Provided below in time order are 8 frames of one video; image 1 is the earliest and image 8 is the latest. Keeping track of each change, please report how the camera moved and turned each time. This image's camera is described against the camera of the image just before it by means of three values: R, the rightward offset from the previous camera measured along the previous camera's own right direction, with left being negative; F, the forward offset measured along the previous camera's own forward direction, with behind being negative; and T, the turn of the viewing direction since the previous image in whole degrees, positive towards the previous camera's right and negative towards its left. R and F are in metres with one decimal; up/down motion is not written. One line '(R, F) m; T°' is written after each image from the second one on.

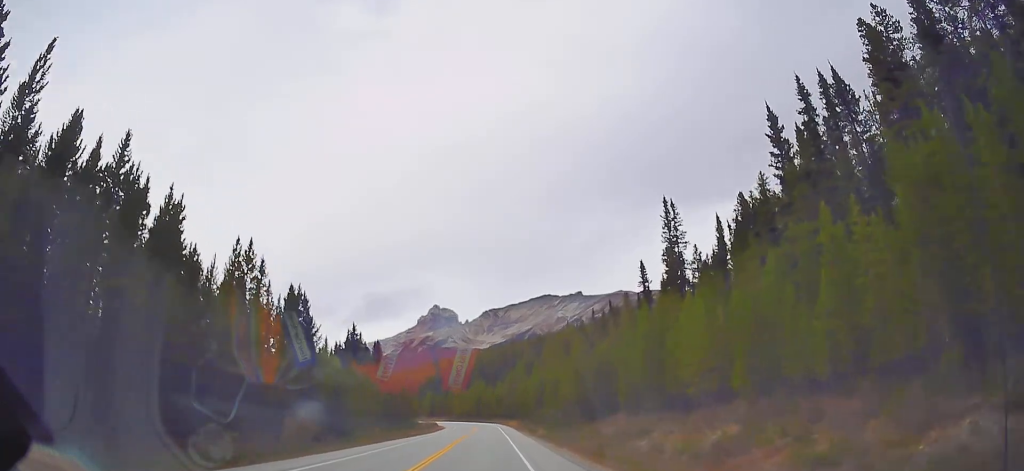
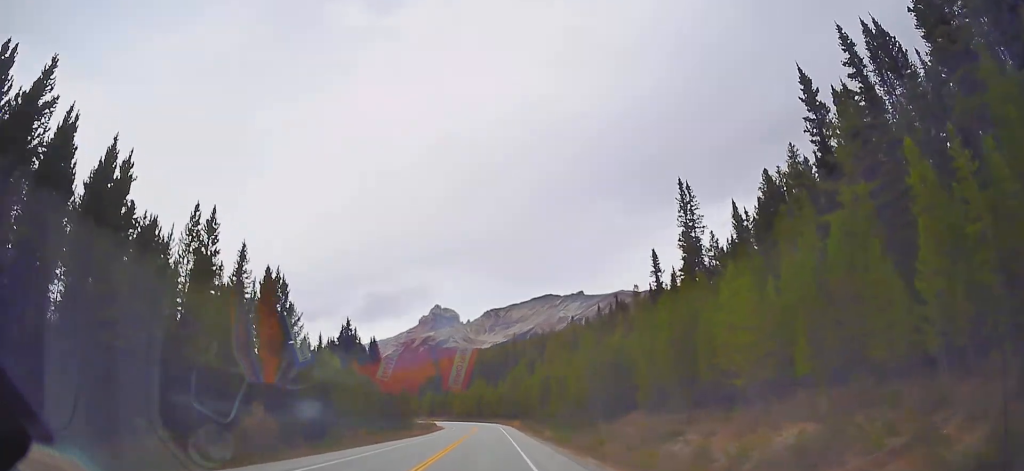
(0.0, +6.7) m; 0°
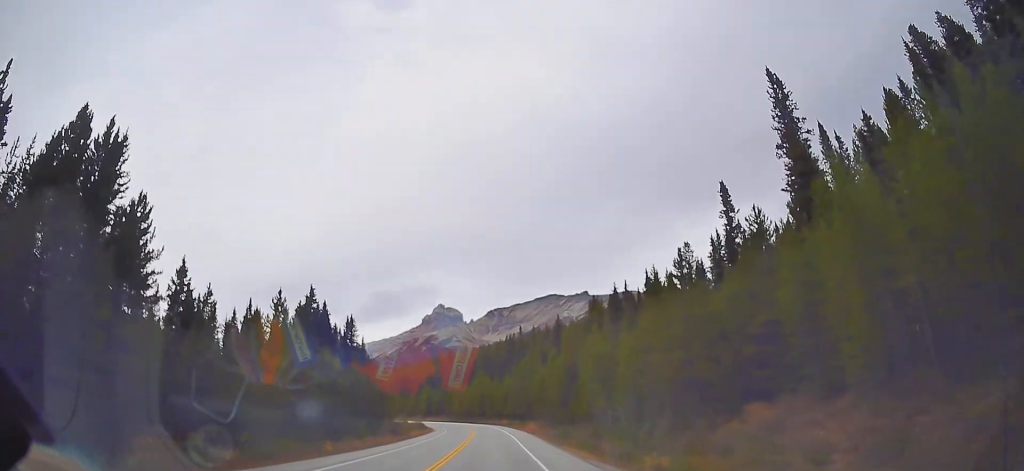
(+0.1, +27.5) m; -1°
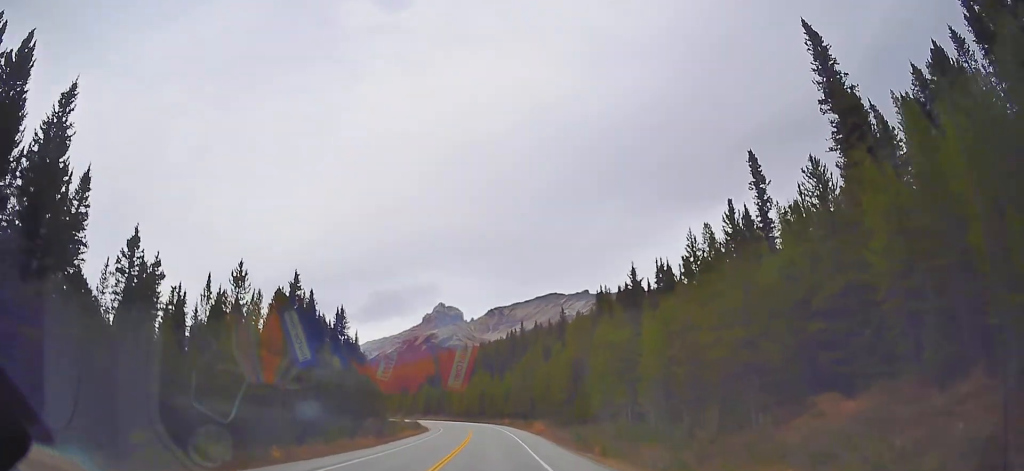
(+0.1, +8.6) m; -1°
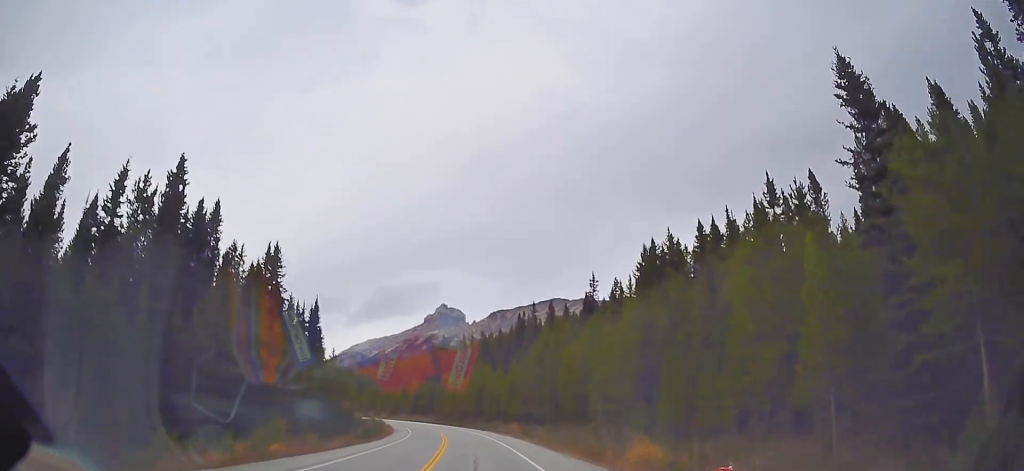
(+0.3, +38.0) m; +1°
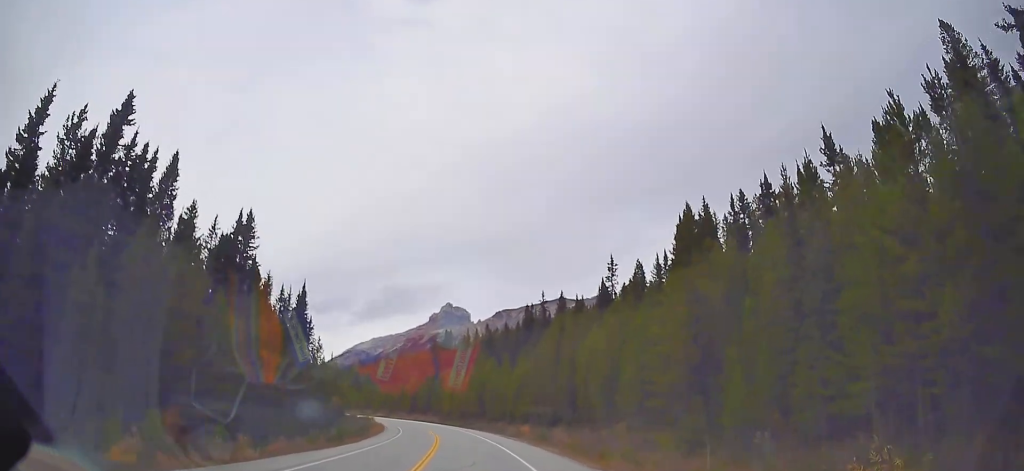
(-0.2, +11.4) m; -1°
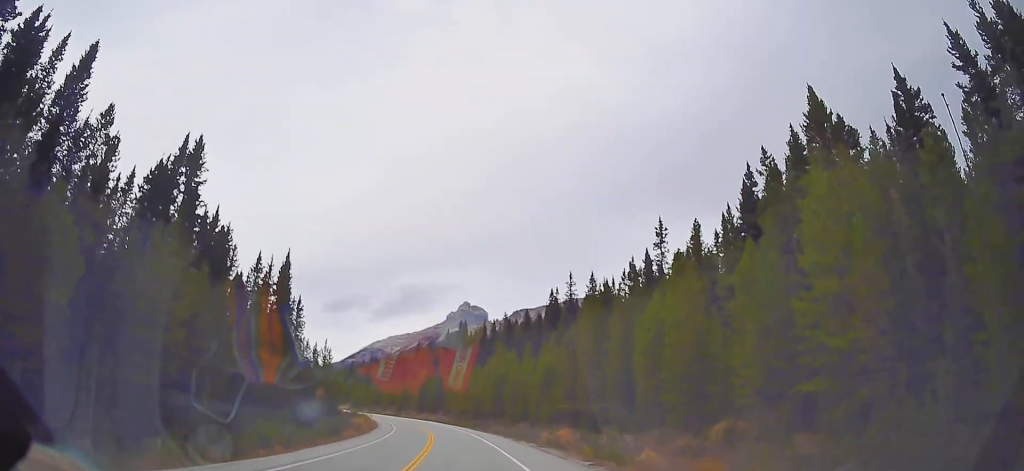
(0.0, +17.8) m; -1°
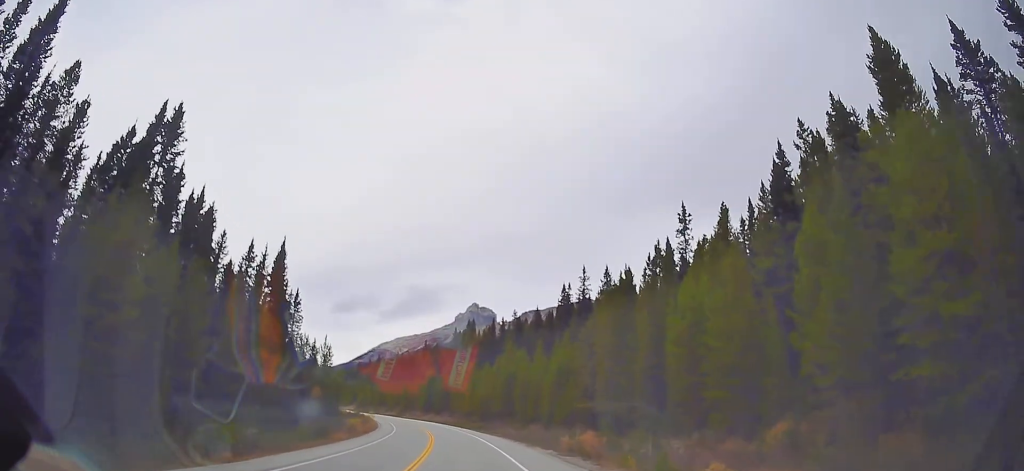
(+0.3, +6.0) m; -1°
